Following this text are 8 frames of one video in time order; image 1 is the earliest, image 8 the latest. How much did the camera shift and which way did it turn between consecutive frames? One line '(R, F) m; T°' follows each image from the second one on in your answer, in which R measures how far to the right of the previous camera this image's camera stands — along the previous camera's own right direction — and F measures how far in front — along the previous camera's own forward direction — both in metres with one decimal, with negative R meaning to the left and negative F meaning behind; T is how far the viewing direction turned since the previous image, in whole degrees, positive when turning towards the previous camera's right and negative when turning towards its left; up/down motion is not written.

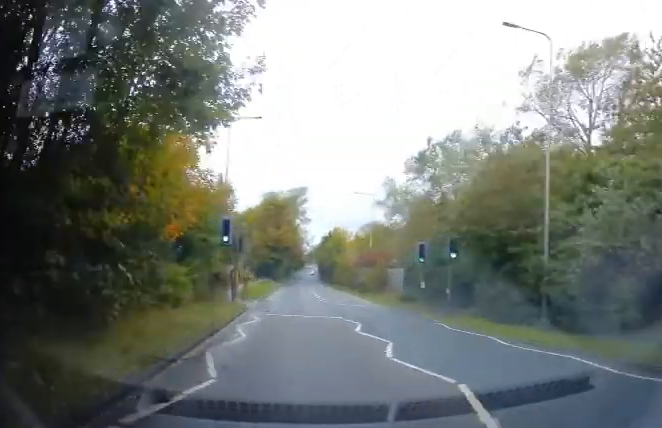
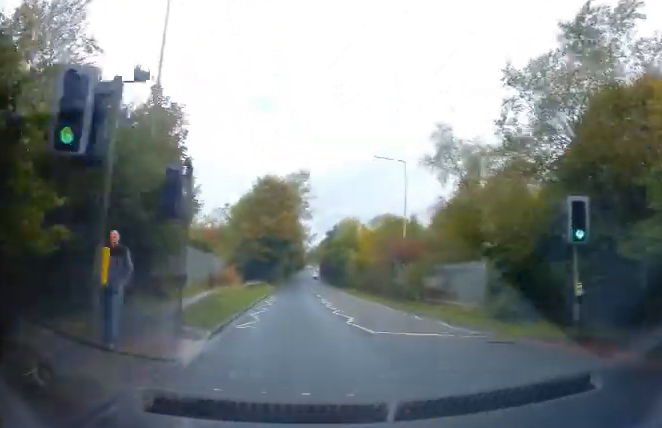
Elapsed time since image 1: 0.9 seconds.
(-0.4, +14.0) m; -3°
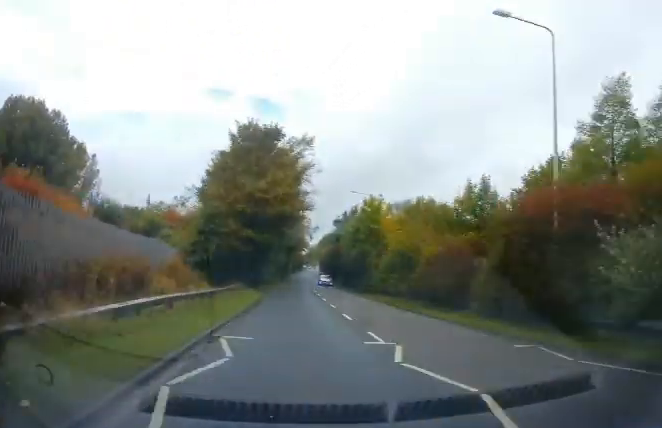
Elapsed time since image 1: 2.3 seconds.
(-0.8, +19.8) m; -4°
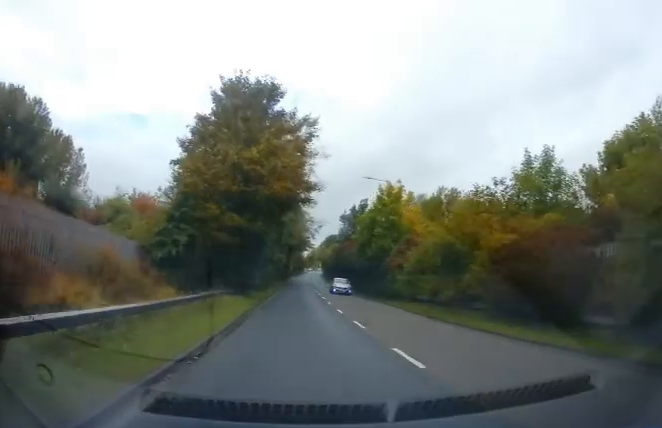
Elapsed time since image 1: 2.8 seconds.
(-0.1, +8.5) m; 0°
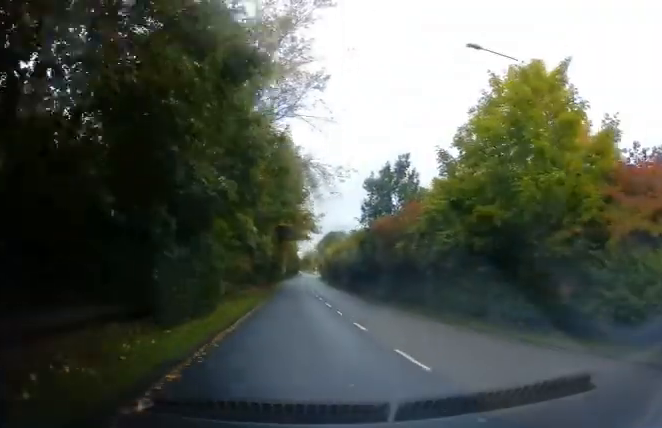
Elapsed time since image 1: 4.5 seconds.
(+0.6, +24.8) m; +2°
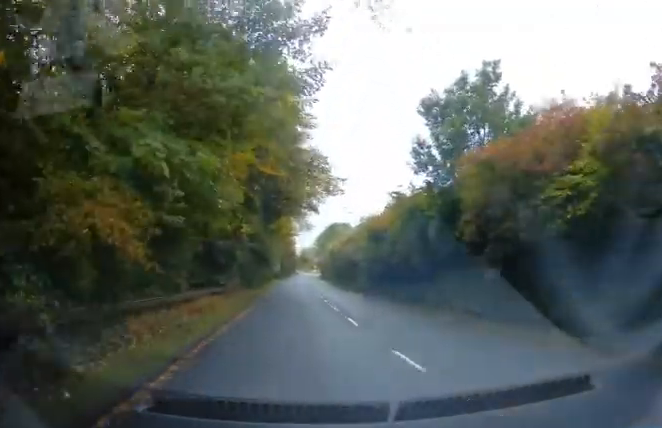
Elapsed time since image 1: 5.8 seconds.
(-0.3, +17.3) m; -1°
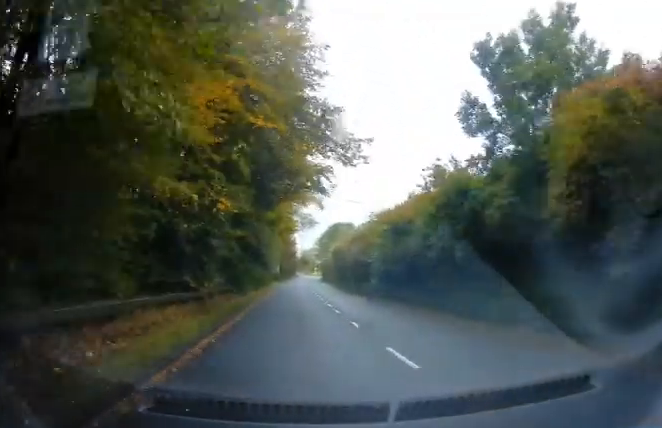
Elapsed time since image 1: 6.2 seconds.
(-0.2, +6.5) m; 0°
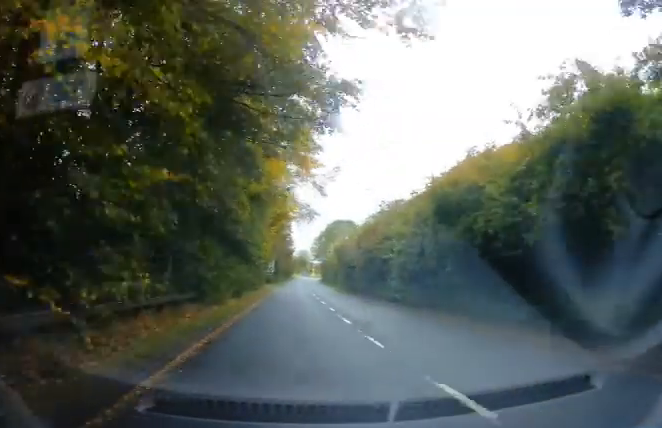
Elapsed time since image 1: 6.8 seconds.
(+0.1, +8.6) m; 0°
